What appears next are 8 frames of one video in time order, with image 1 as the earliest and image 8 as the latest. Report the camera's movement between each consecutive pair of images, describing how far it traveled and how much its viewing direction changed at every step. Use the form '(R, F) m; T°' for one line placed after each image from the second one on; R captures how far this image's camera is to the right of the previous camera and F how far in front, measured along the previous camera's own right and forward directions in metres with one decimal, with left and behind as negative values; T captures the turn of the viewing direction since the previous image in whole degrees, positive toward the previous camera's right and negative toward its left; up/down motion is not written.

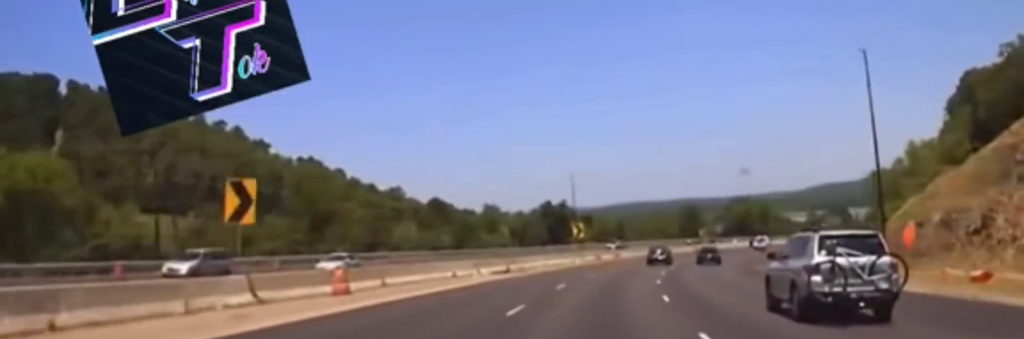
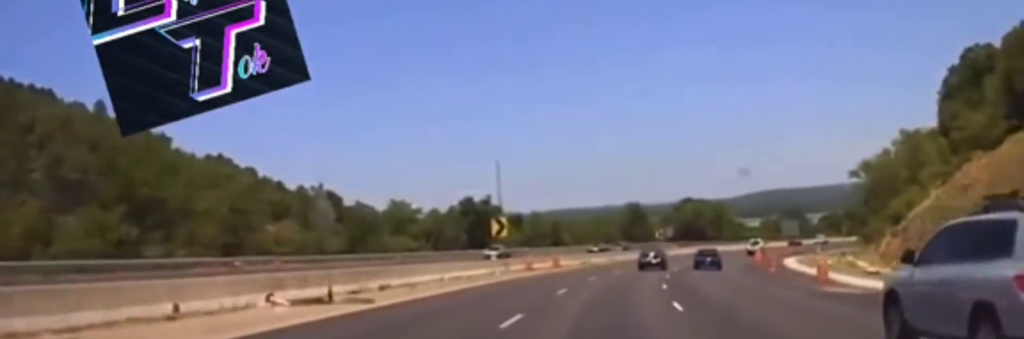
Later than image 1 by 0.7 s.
(+1.2, +23.9) m; +4°
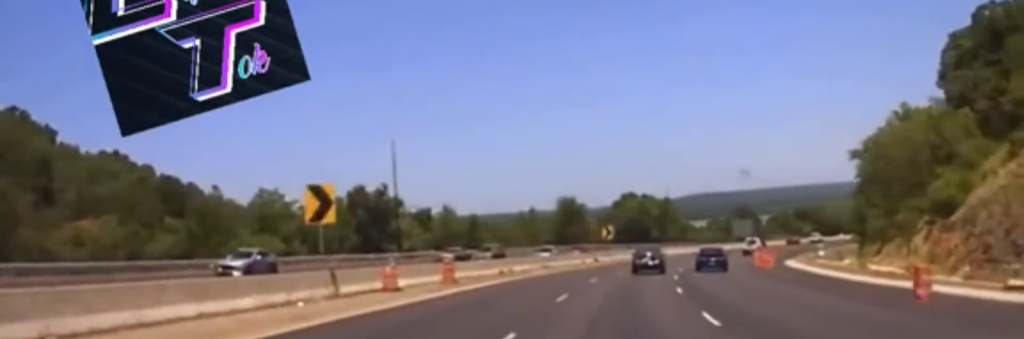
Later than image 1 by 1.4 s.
(+1.0, +25.0) m; +4°
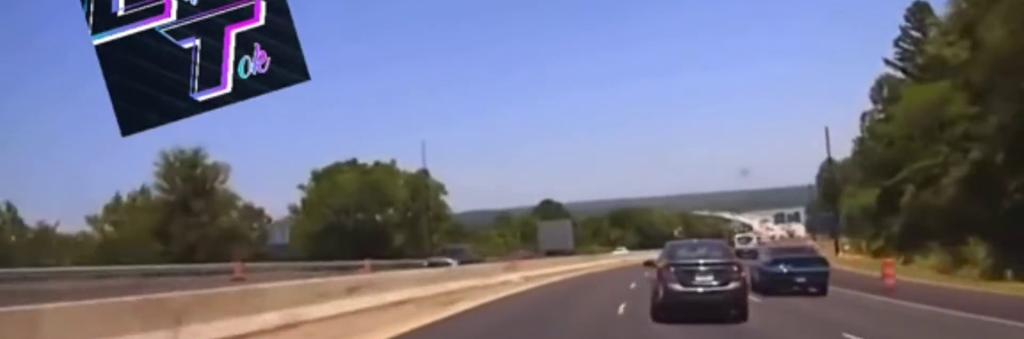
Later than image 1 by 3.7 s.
(+11.3, +87.7) m; +15°
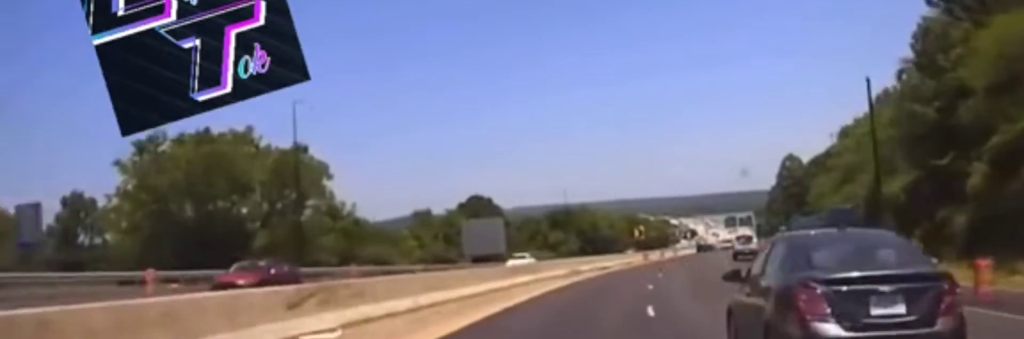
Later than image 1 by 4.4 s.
(+1.2, +28.5) m; +4°
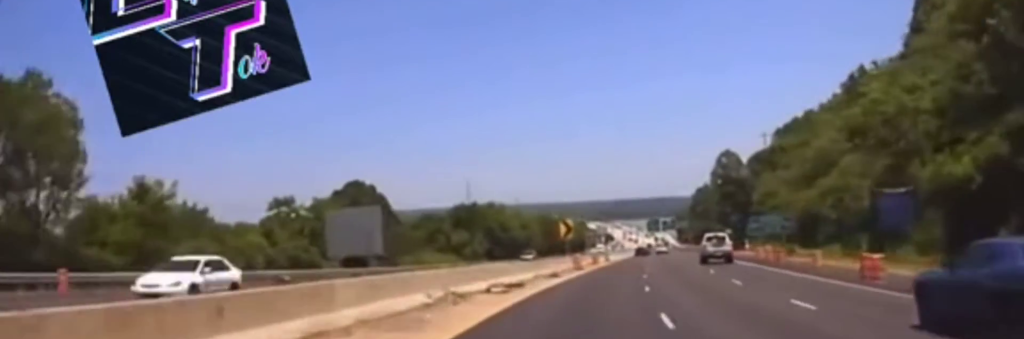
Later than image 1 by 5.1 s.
(+0.8, +32.6) m; +5°
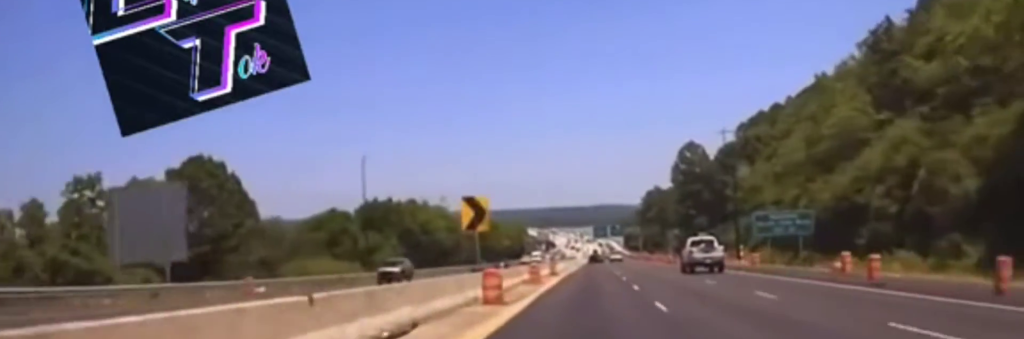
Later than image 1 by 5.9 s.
(+2.1, +34.6) m; +5°
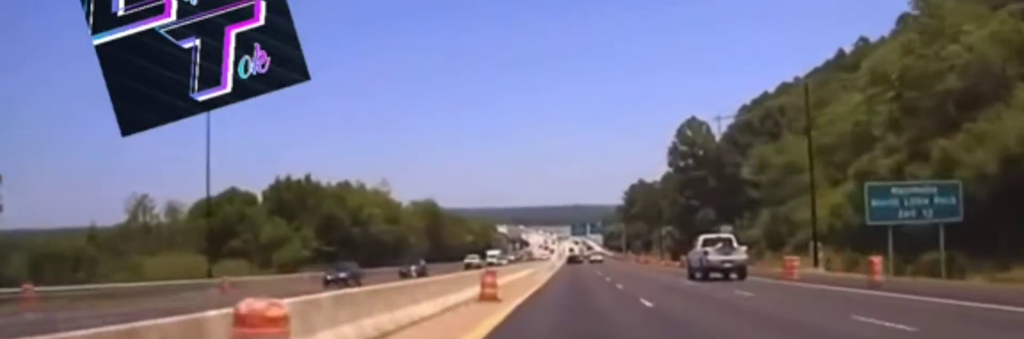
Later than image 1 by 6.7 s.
(+1.6, +36.0) m; +3°
